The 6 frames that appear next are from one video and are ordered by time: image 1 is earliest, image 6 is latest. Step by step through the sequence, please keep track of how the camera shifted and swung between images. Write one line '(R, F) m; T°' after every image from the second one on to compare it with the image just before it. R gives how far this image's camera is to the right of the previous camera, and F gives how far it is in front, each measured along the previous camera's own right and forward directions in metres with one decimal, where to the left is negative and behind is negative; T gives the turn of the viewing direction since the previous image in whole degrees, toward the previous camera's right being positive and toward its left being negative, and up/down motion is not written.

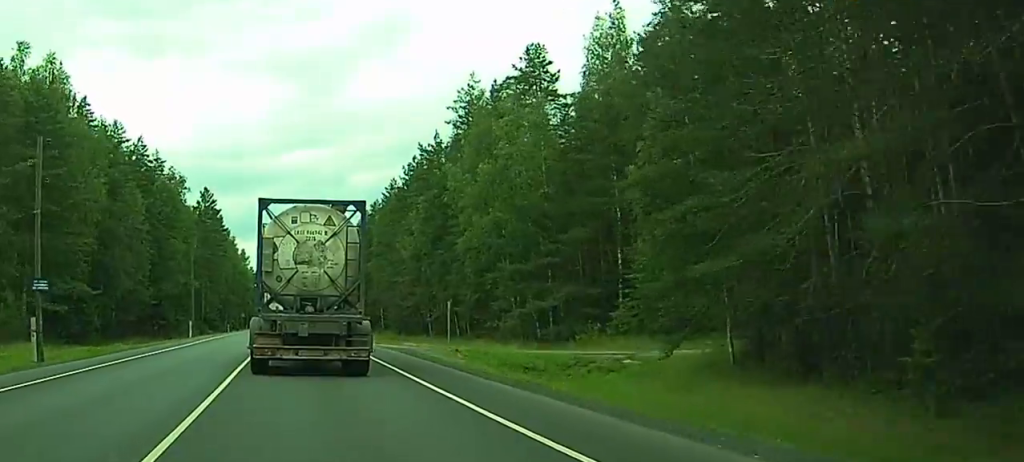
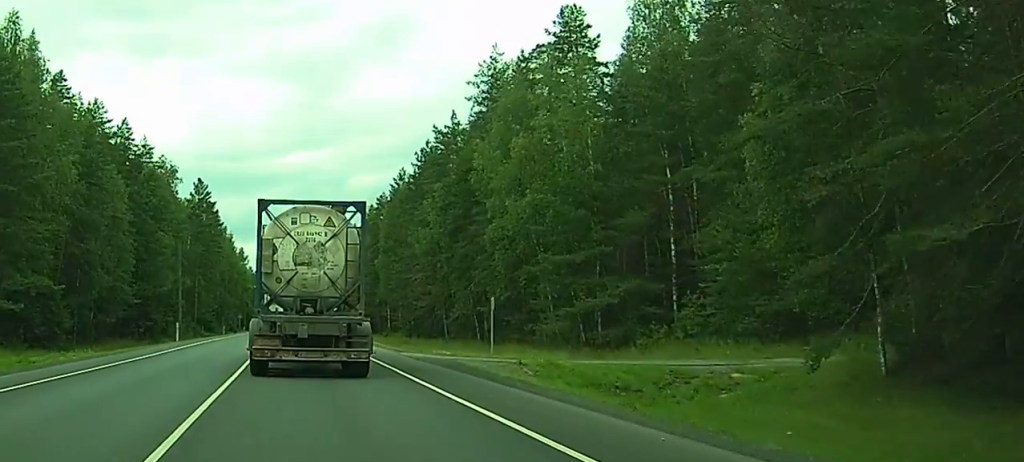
(0.0, +10.8) m; 0°
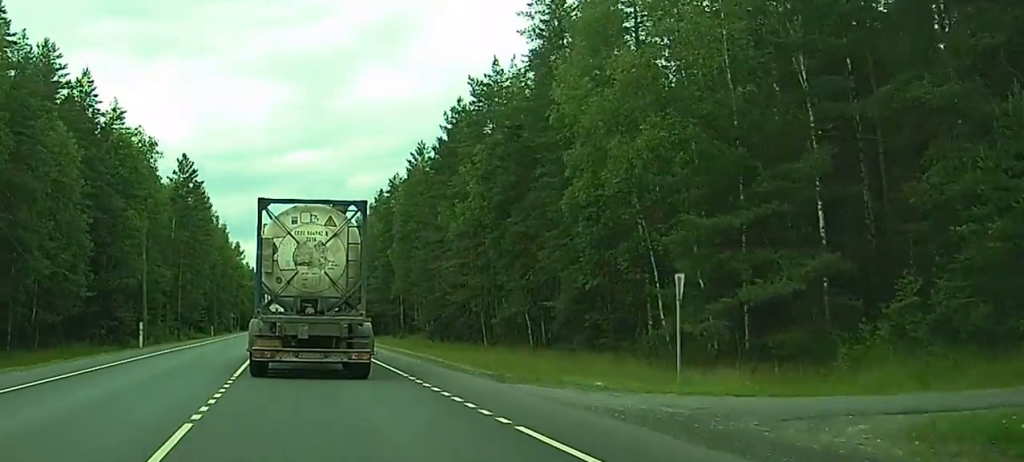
(0.0, +19.4) m; -1°
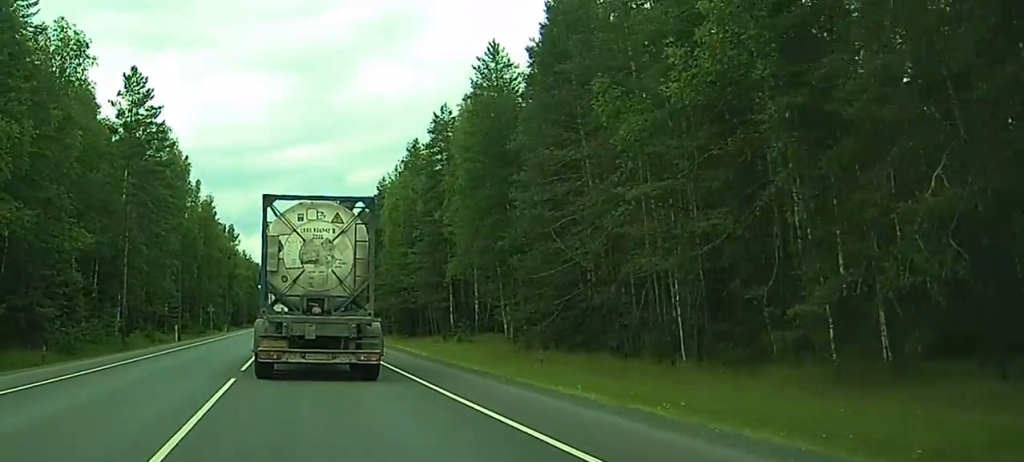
(-0.3, +40.0) m; +1°
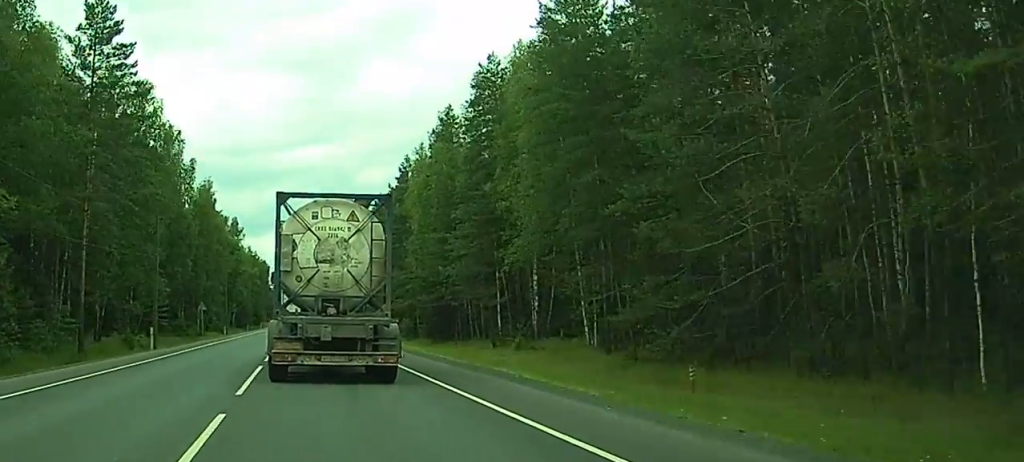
(+0.1, +18.4) m; 0°
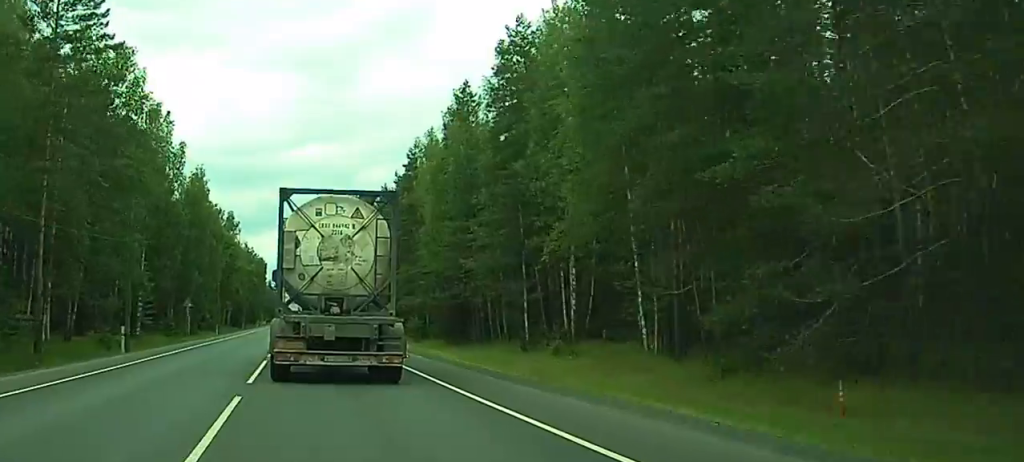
(0.0, +9.6) m; 0°
